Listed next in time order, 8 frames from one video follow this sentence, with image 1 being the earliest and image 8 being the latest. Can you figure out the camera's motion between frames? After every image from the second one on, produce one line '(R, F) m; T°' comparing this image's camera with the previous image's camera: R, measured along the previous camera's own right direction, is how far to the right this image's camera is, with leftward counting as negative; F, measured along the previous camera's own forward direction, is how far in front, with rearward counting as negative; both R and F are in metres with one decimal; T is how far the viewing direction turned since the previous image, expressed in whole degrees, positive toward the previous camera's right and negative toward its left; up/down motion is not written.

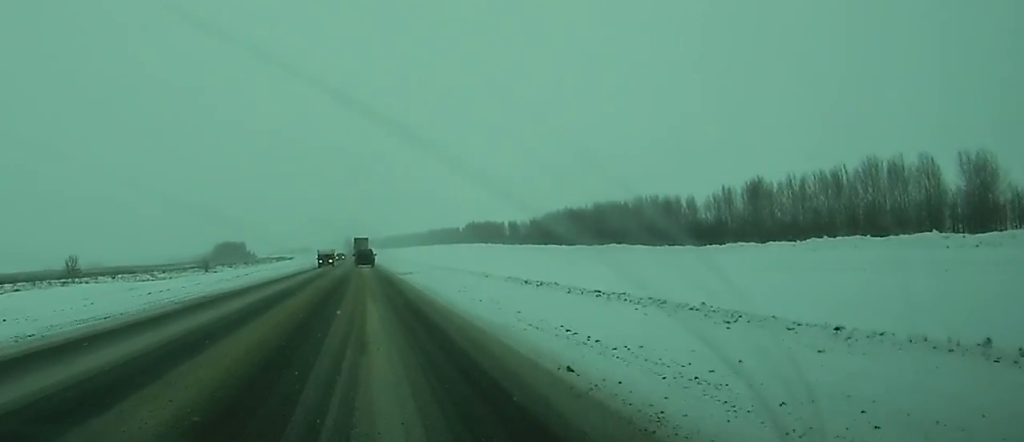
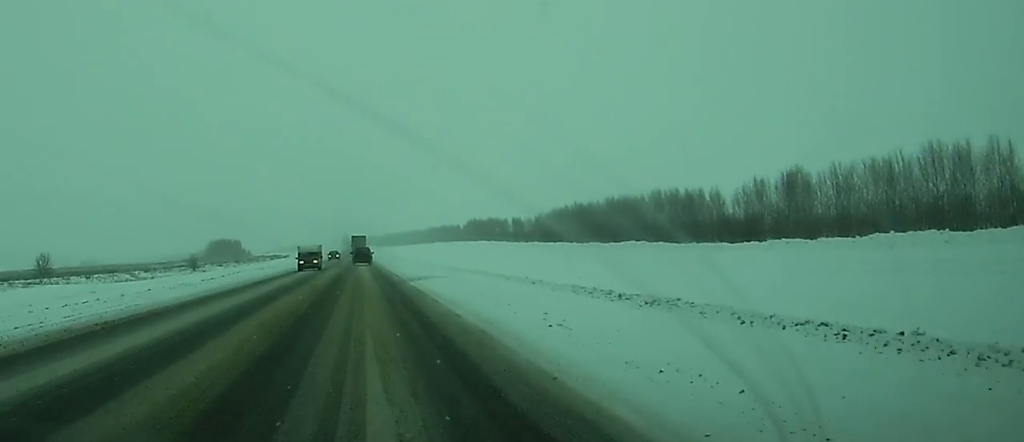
(0.0, +13.5) m; 0°
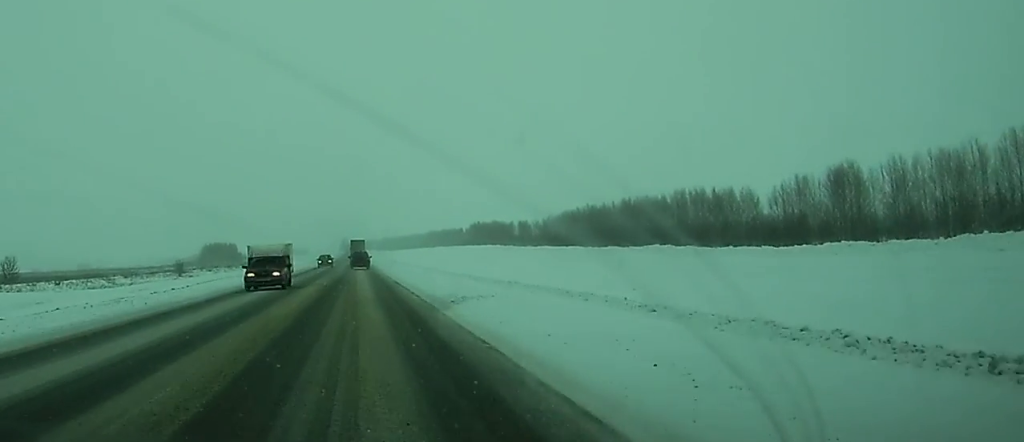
(0.0, +14.3) m; 0°
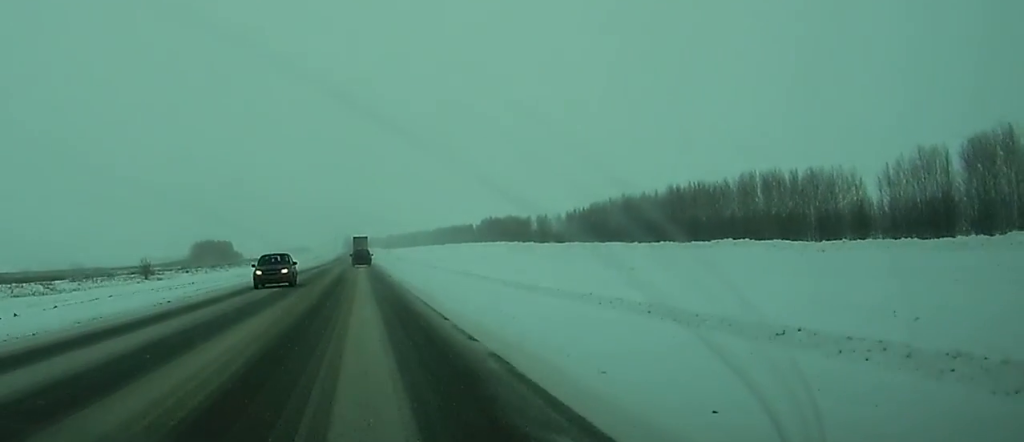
(0.0, +30.1) m; 0°
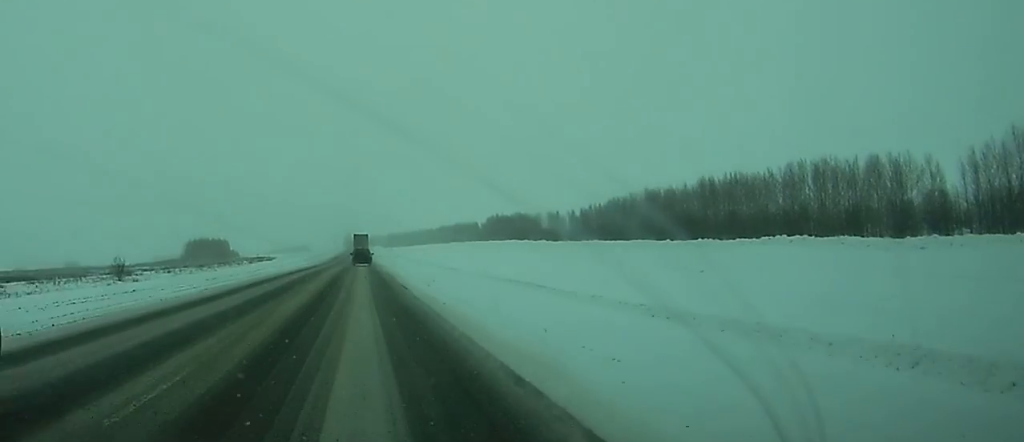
(-0.1, +16.5) m; 0°
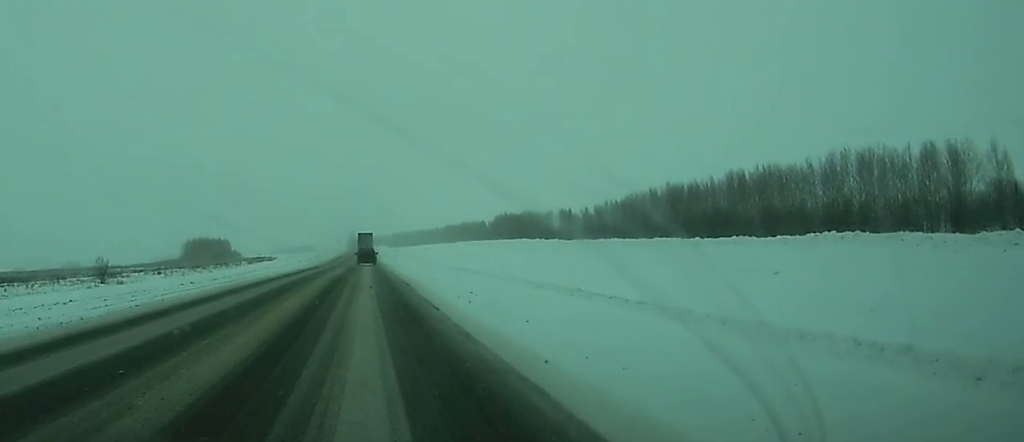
(0.0, +11.0) m; 0°
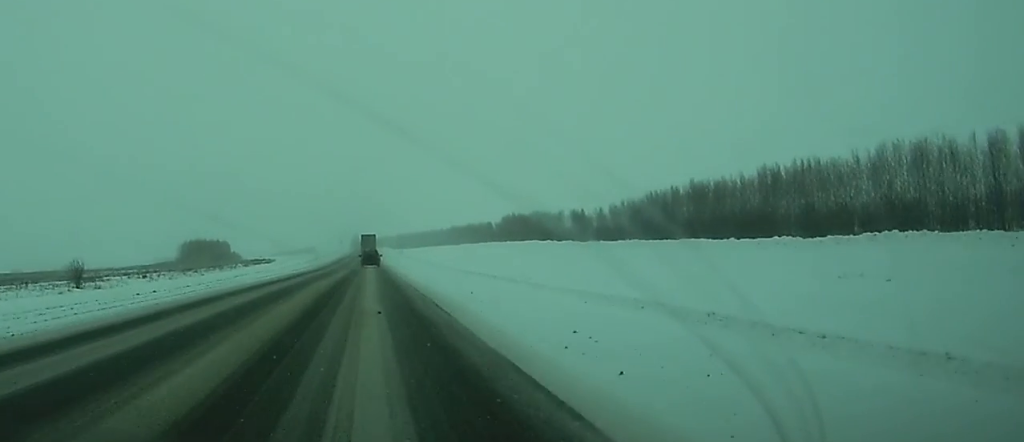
(0.0, +11.9) m; 0°
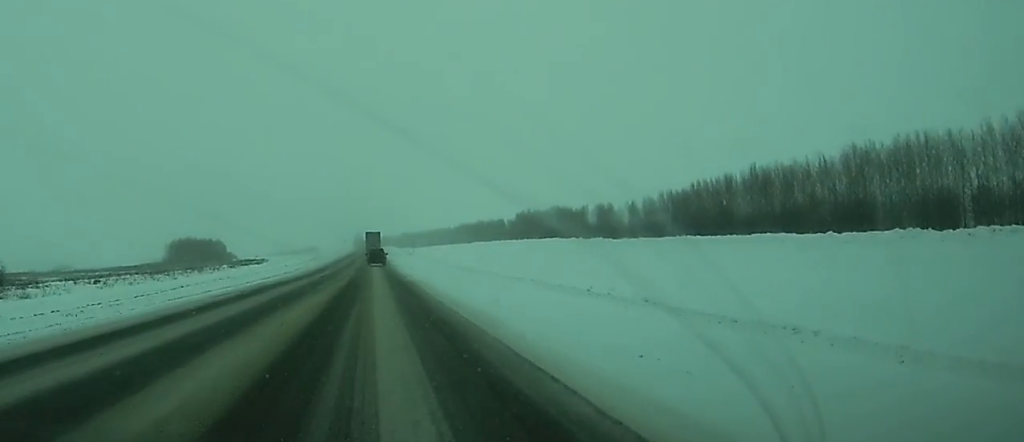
(-0.1, +26.1) m; 0°
